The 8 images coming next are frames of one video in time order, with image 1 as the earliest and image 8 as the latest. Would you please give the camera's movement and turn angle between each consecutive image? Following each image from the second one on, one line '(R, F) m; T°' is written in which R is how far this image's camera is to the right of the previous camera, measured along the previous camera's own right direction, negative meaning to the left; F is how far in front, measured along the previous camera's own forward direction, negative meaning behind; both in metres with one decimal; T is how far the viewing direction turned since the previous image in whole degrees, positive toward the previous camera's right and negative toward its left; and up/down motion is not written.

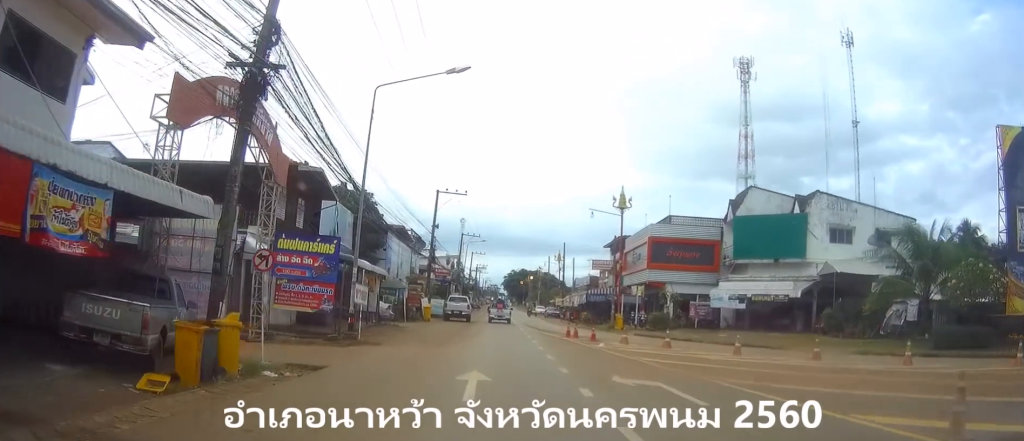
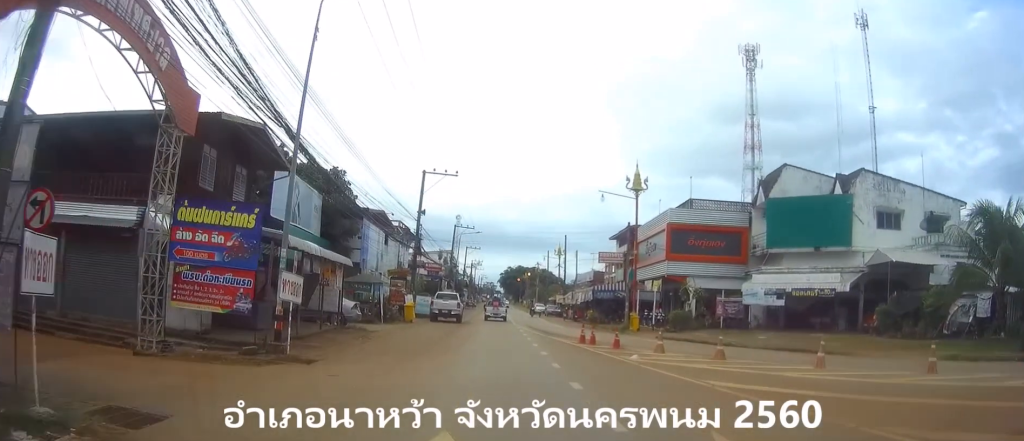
(0.0, +7.5) m; 0°
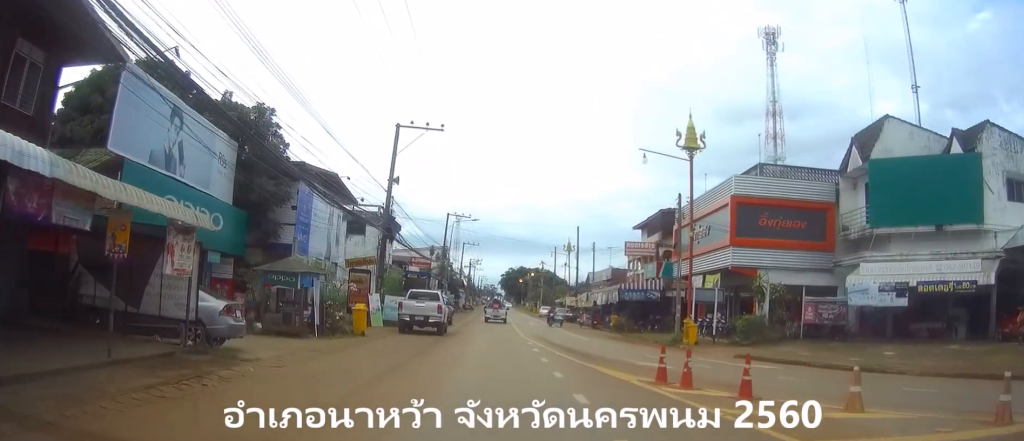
(0.0, +13.8) m; 0°
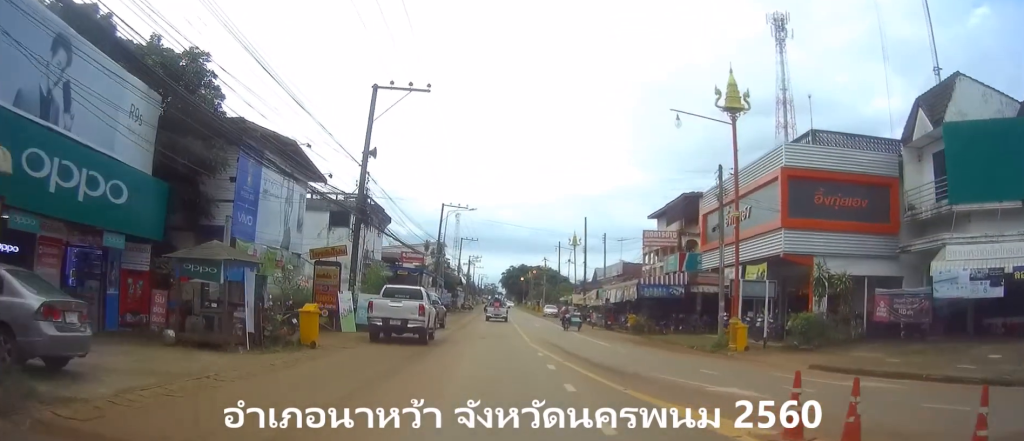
(0.0, +6.5) m; 0°
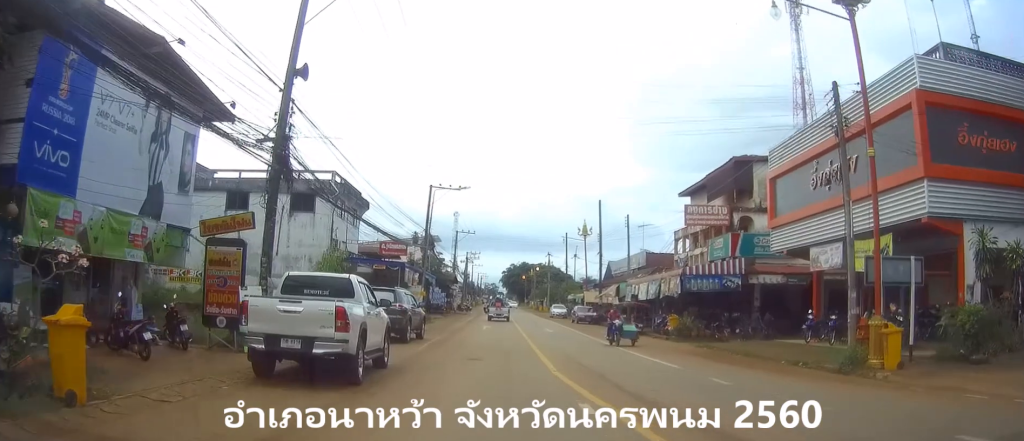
(+0.1, +11.1) m; 0°
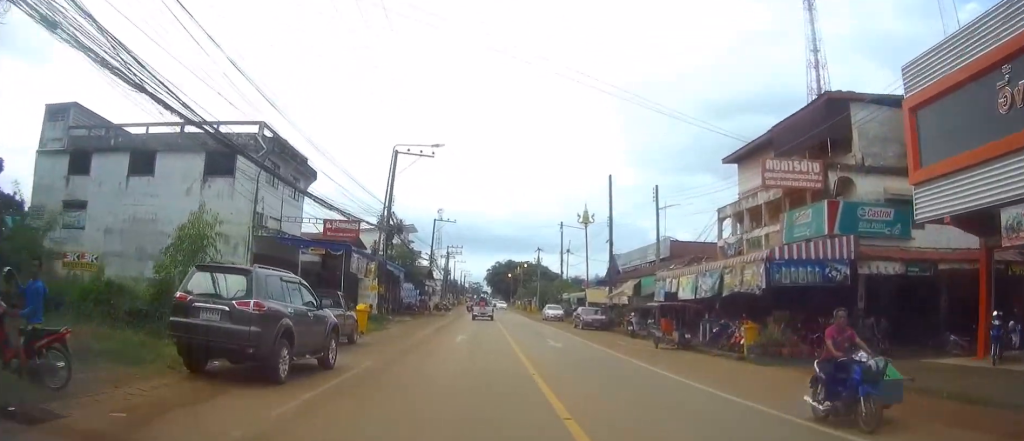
(0.0, +12.8) m; 0°
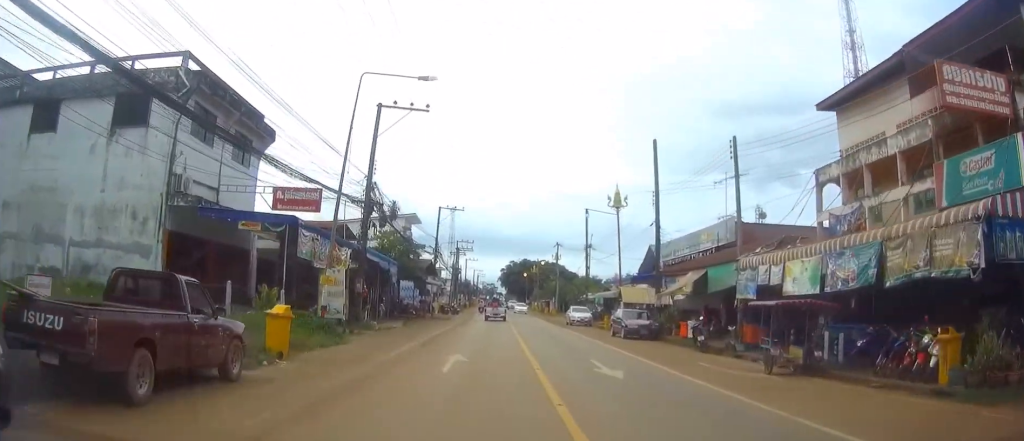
(0.0, +11.0) m; -1°
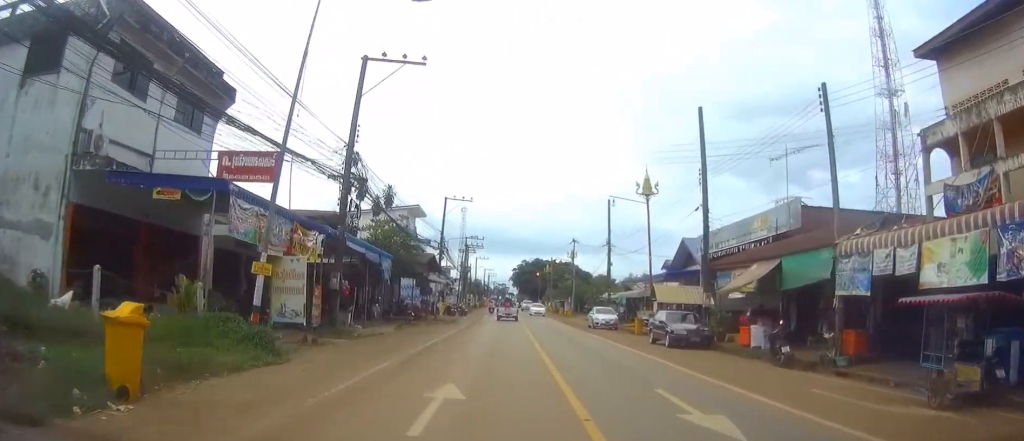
(-0.1, +6.7) m; -1°
